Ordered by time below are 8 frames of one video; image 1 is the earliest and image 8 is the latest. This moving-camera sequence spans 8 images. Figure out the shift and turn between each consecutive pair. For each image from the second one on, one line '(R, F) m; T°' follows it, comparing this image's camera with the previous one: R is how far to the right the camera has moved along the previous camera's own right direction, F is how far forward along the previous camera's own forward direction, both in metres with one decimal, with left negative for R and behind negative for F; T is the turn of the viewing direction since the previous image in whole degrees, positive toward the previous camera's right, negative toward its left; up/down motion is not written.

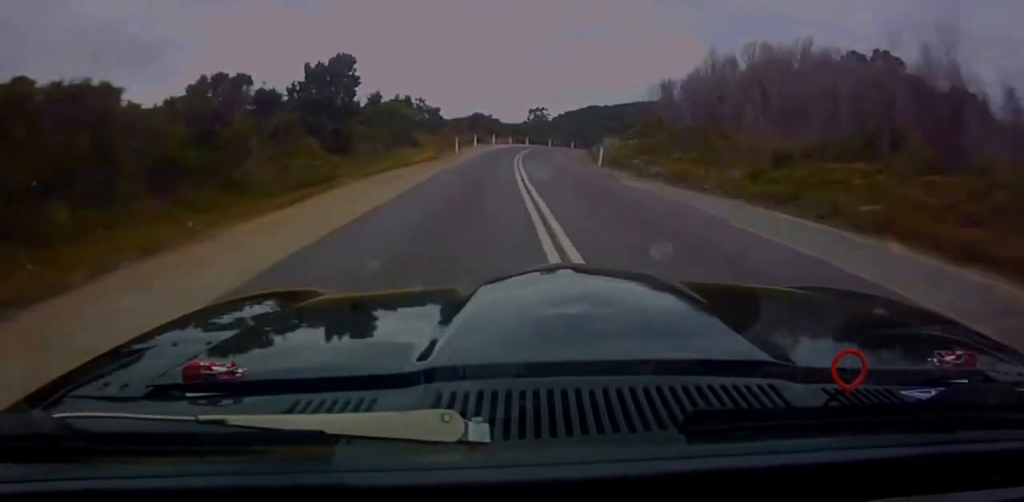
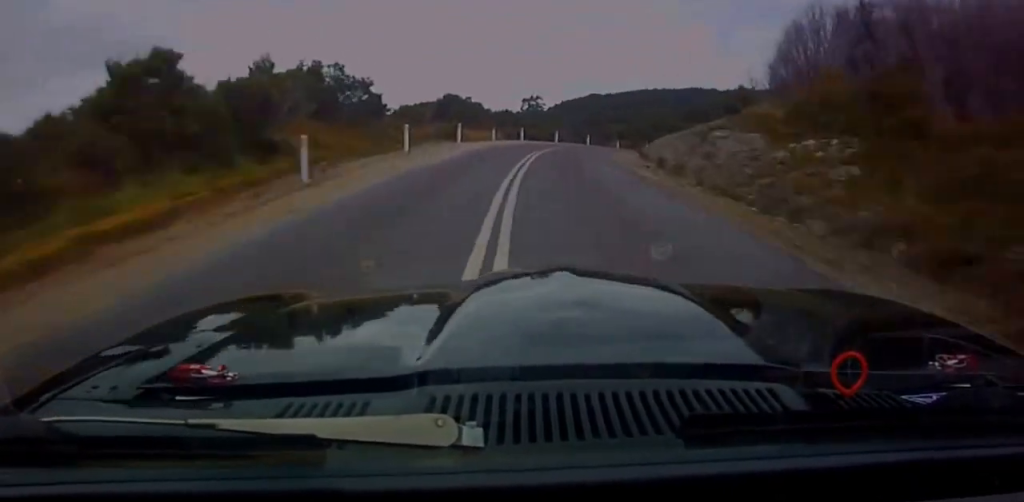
(0.0, +27.8) m; 0°
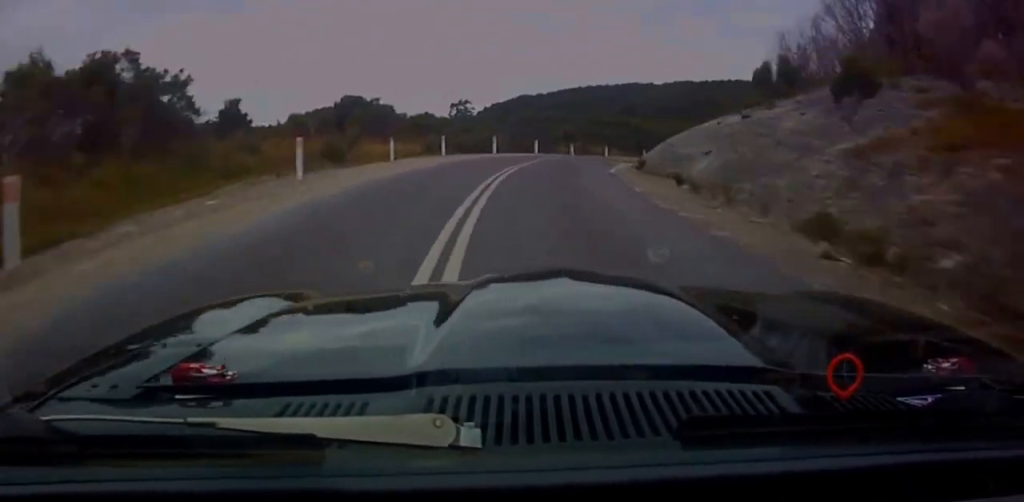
(0.0, +17.2) m; 0°
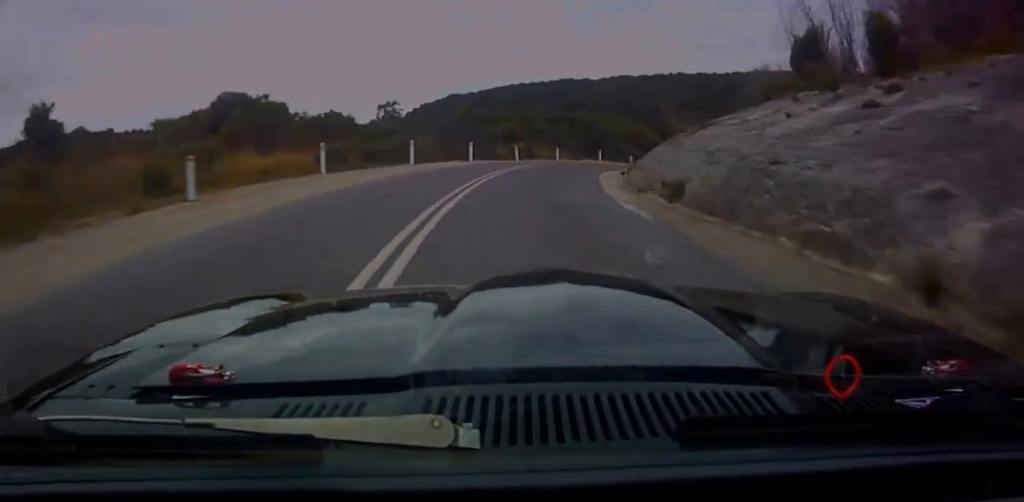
(0.0, +12.9) m; 0°
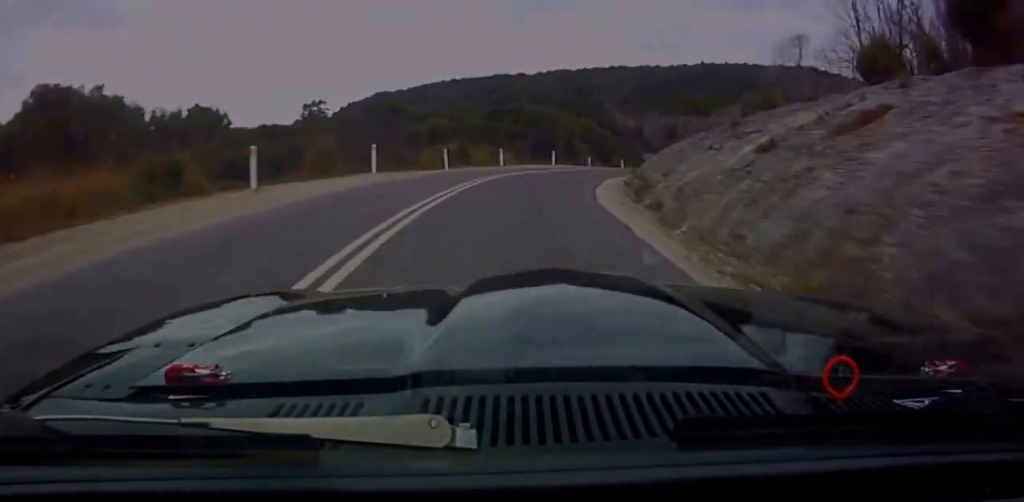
(0.0, +14.1) m; +6°
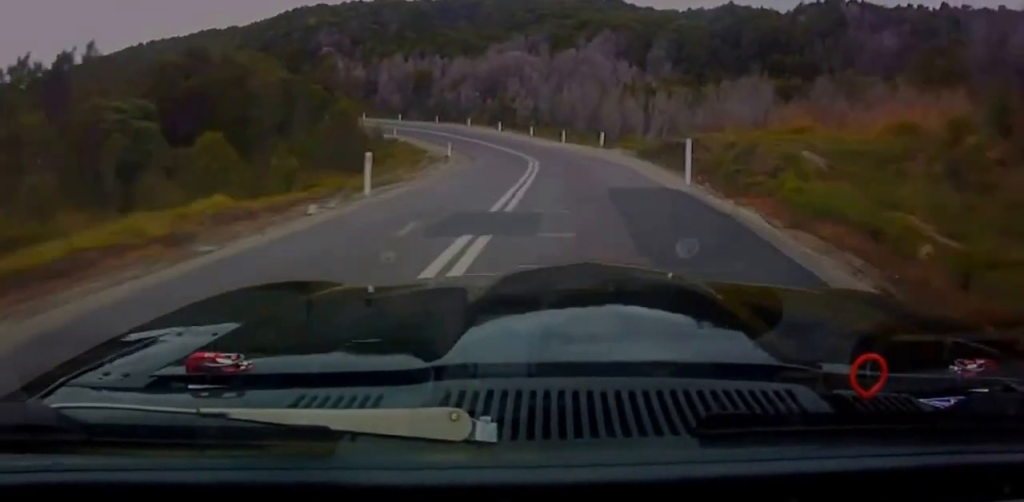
(+14.3, +59.8) m; +17°
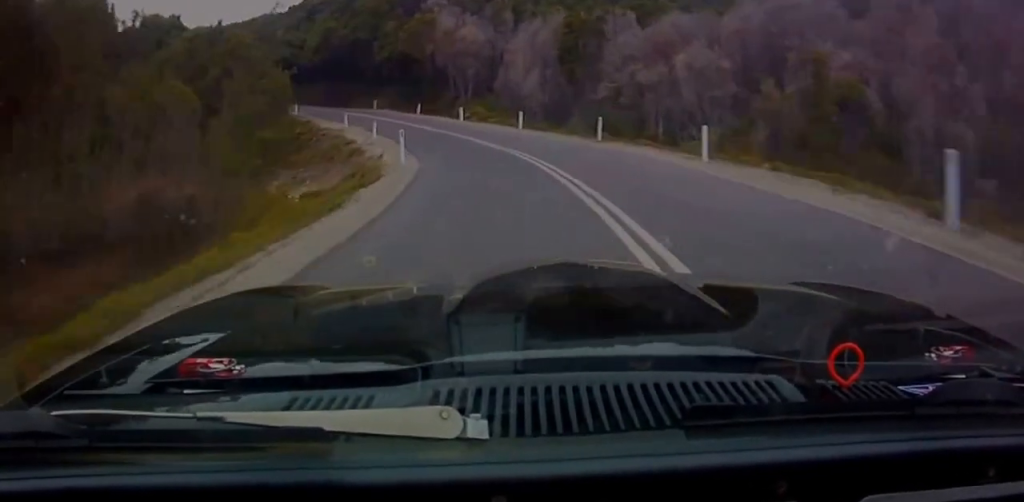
(-12.5, +61.2) m; -23°
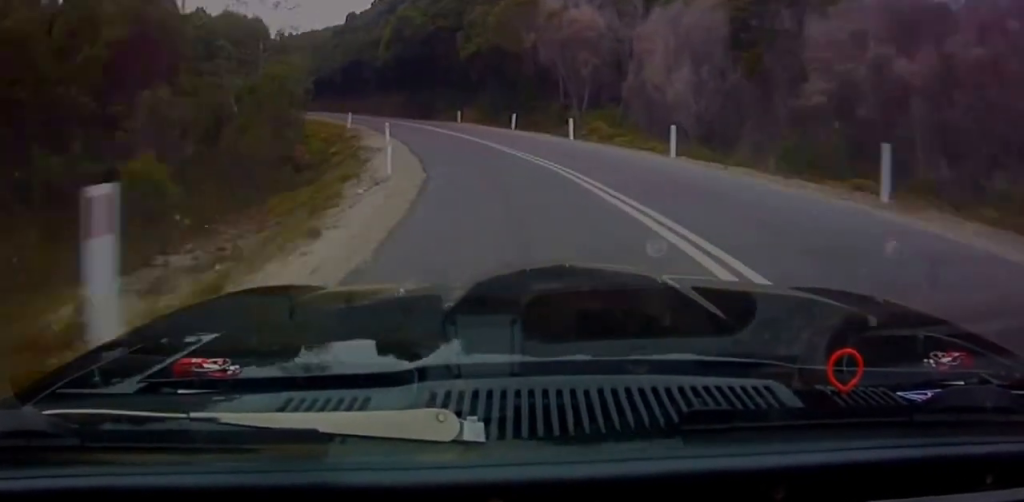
(+1.0, +16.2) m; -7°
